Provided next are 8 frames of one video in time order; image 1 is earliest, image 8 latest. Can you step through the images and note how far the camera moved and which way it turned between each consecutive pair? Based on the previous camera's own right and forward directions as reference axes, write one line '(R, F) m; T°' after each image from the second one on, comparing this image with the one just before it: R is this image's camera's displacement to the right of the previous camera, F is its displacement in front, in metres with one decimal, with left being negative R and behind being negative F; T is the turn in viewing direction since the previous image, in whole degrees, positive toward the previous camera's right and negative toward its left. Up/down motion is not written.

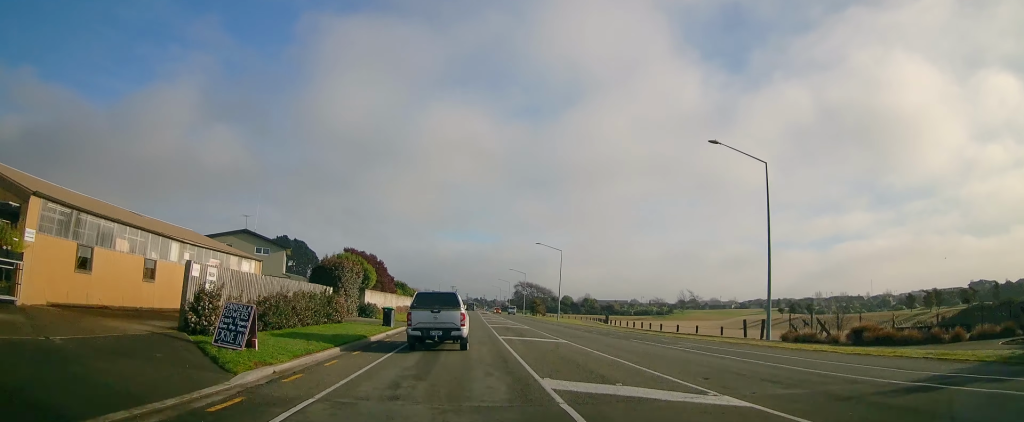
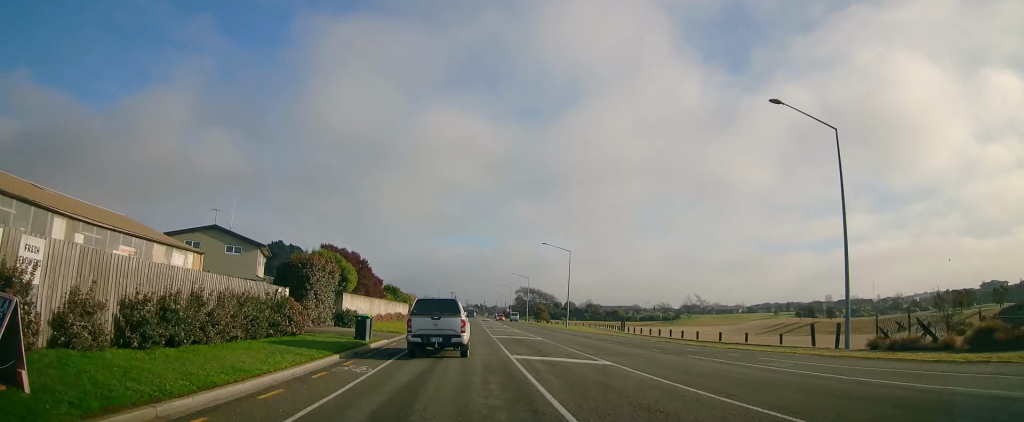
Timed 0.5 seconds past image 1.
(+0.5, +7.1) m; +1°
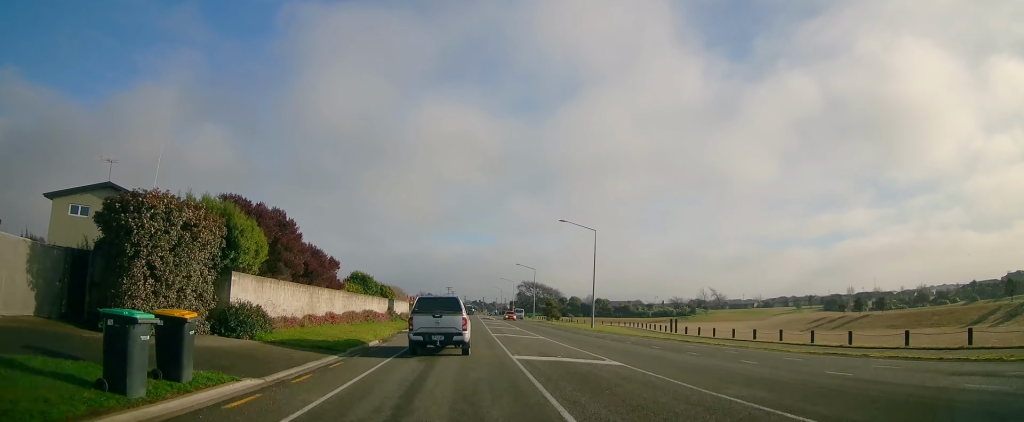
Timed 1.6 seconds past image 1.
(-0.1, +16.0) m; -4°
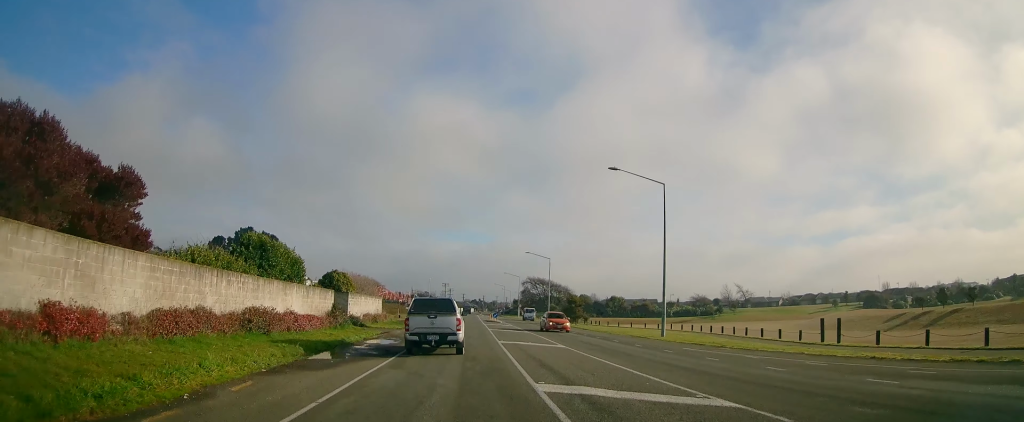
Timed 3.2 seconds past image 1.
(-0.4, +21.3) m; +1°
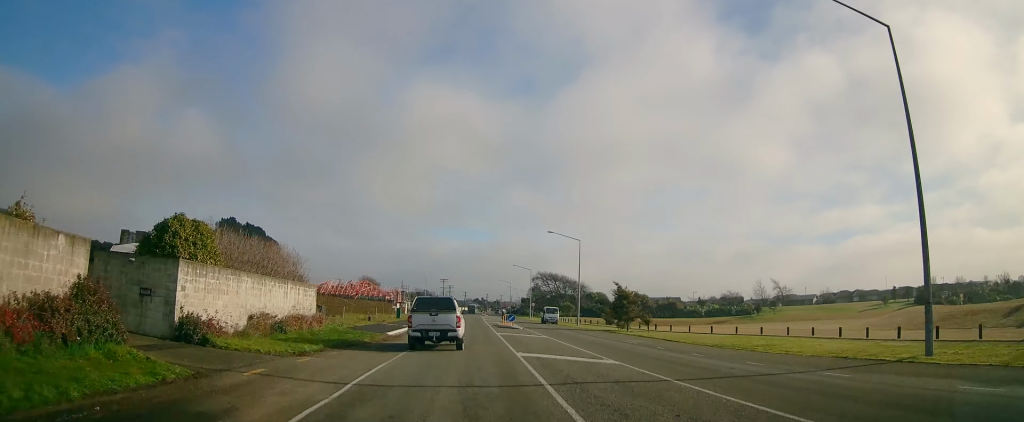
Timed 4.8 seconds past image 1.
(+0.7, +22.1) m; +2°
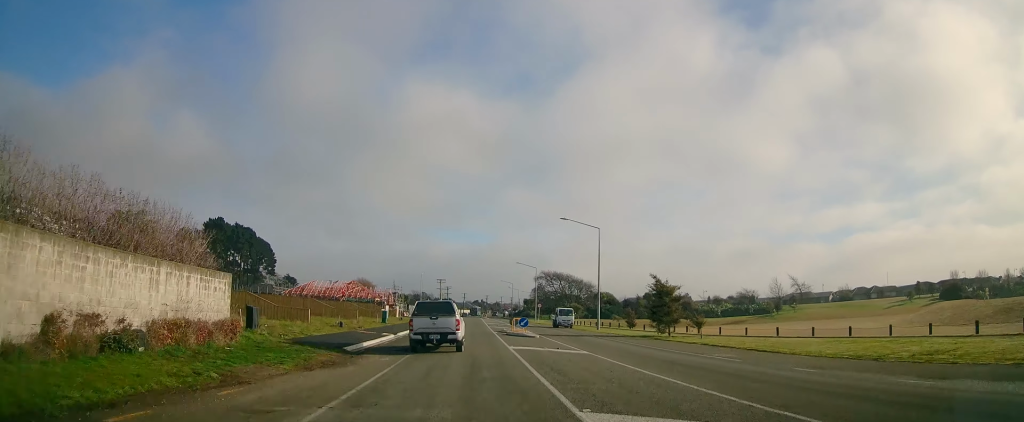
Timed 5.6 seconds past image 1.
(0.0, +10.3) m; 0°
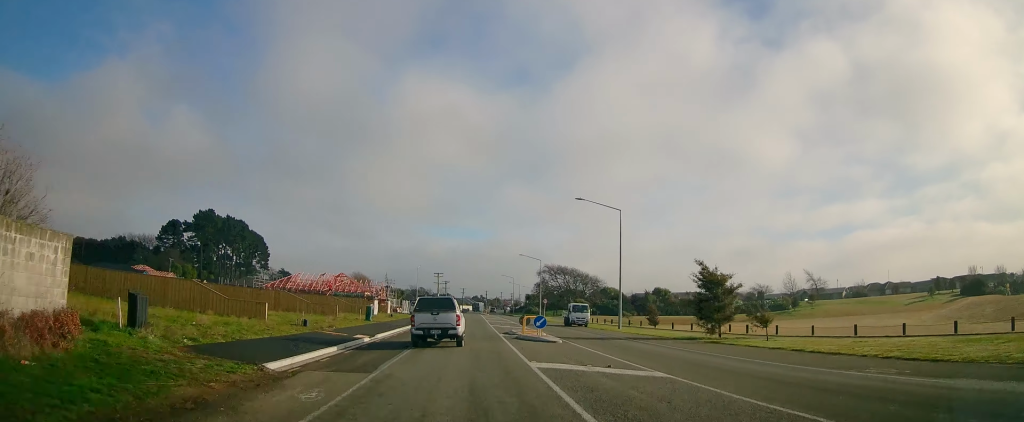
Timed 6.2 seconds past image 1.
(0.0, +8.1) m; 0°
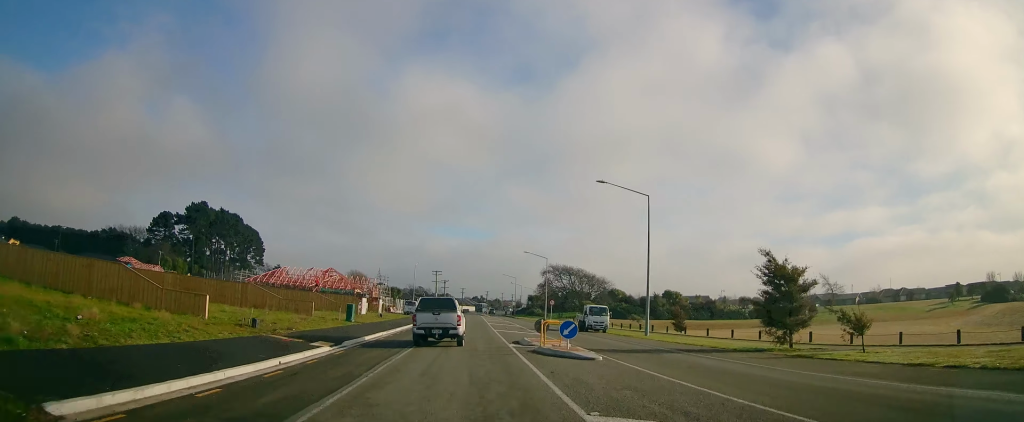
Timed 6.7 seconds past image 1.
(0.0, +7.2) m; 0°
